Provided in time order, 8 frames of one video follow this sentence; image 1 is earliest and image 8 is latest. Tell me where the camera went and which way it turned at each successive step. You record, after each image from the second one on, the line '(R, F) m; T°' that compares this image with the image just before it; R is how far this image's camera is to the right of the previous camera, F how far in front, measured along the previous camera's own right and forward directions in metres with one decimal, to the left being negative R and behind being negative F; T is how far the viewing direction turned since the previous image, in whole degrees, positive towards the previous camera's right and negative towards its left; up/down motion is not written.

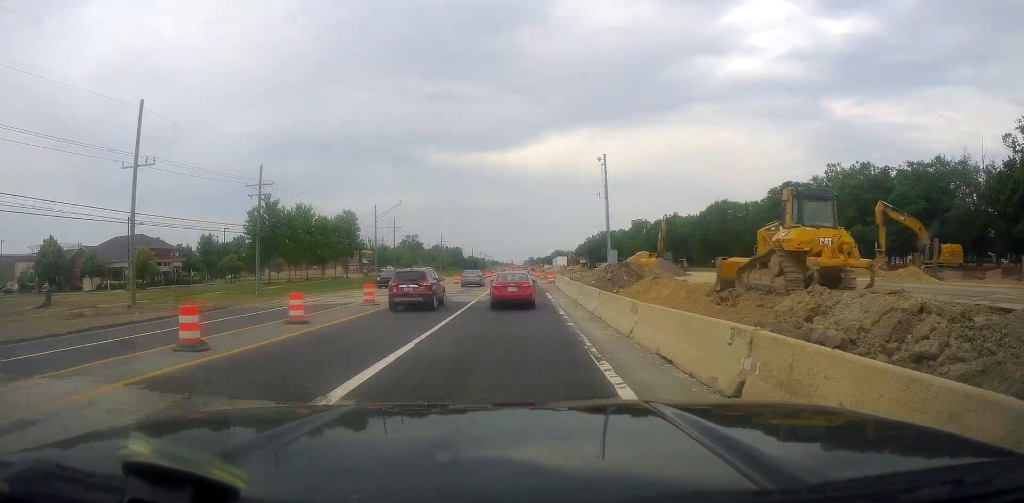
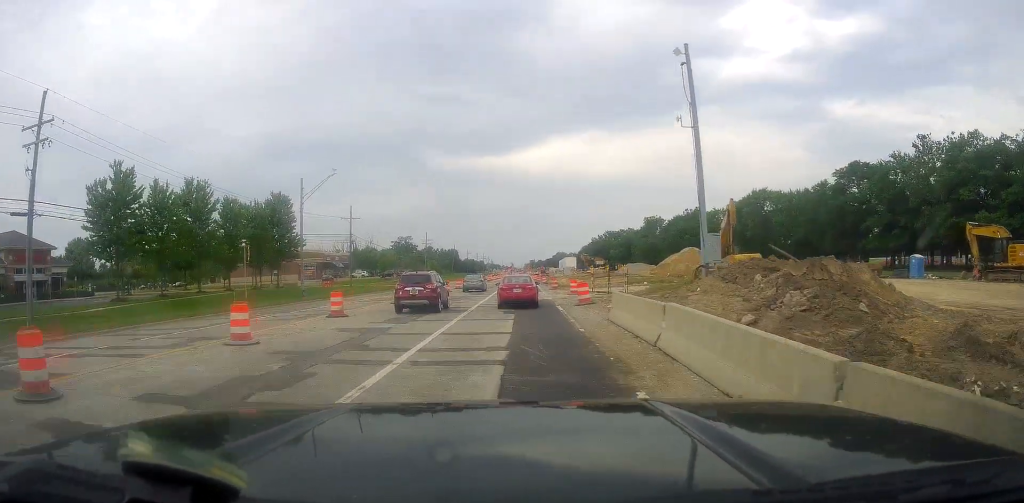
(+0.6, +29.0) m; 0°
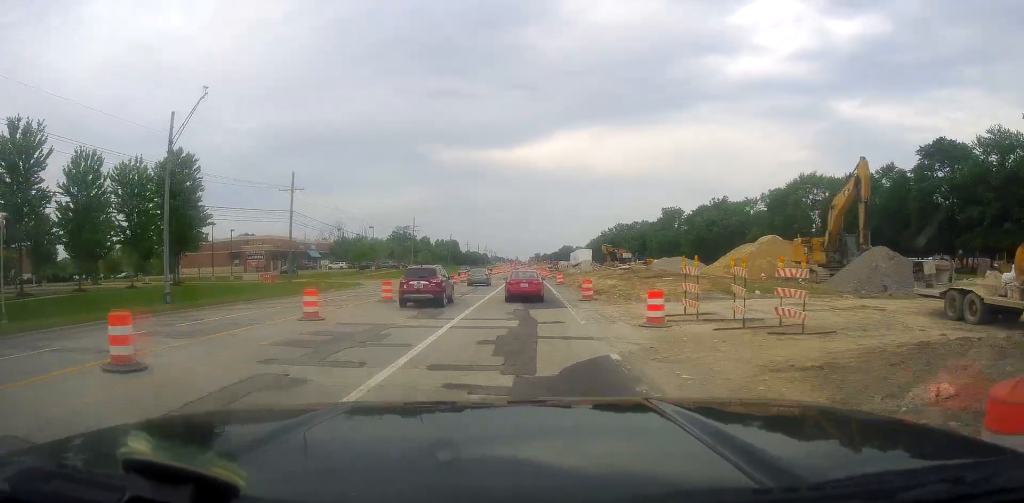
(-0.8, +23.2) m; -1°
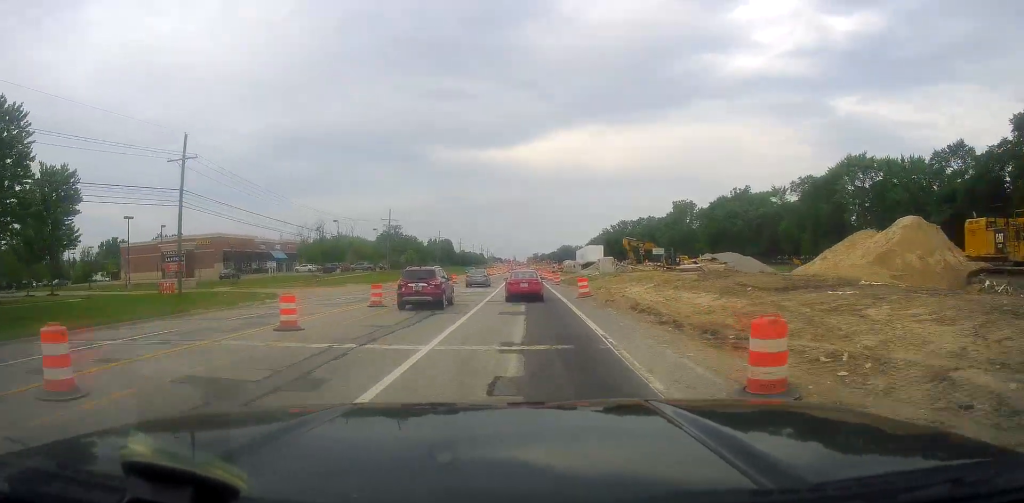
(+0.6, +20.5) m; 0°
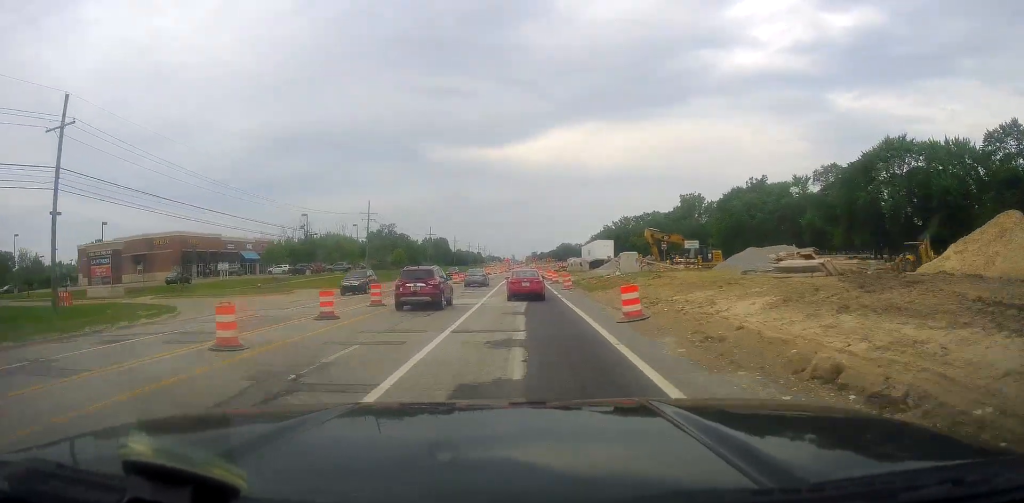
(-0.4, +13.2) m; 0°
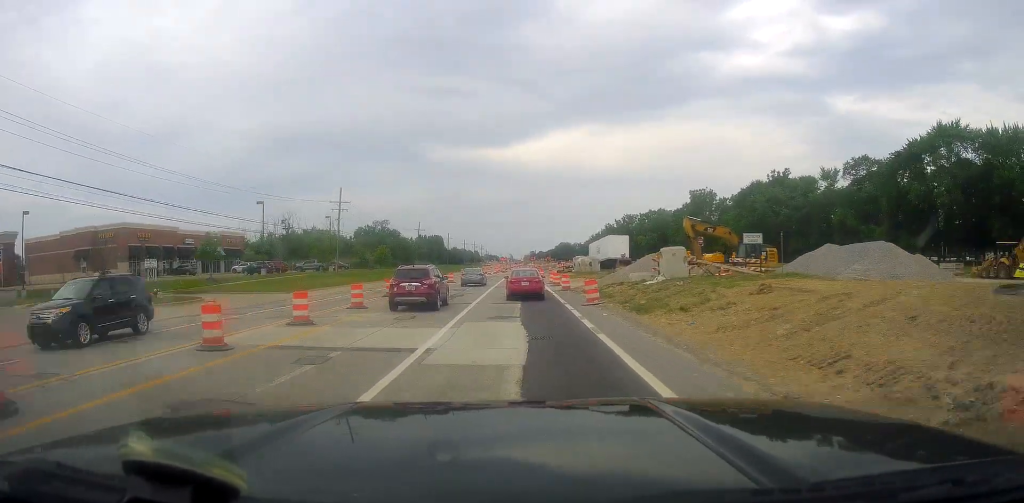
(-0.1, +14.0) m; +1°
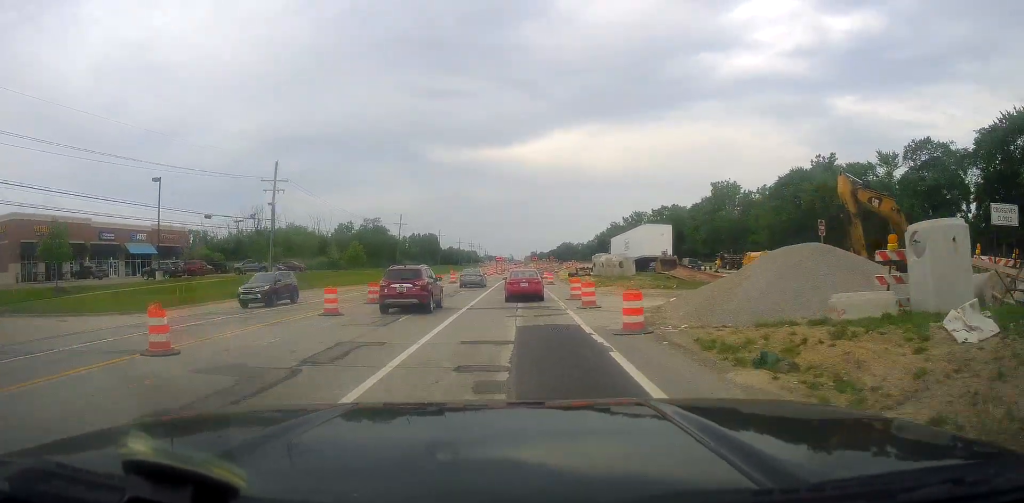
(+0.6, +21.7) m; +1°
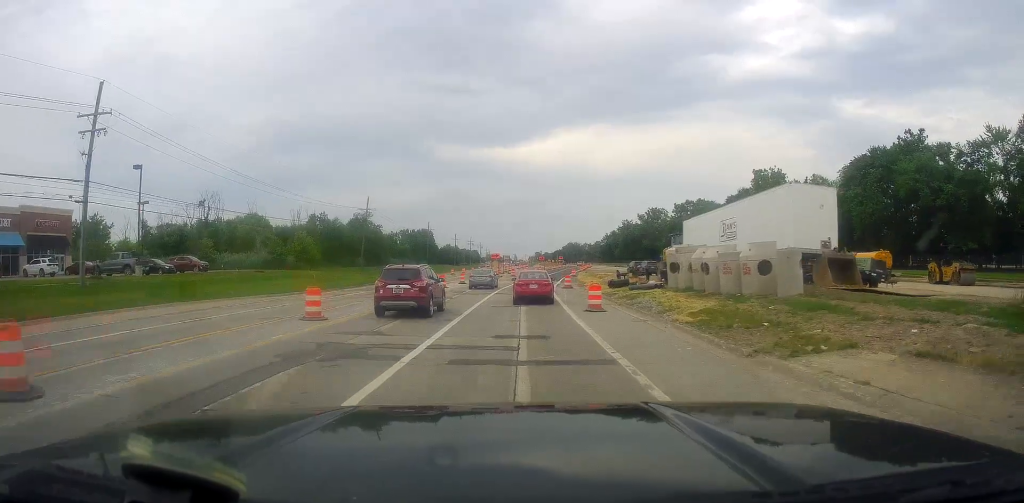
(-0.4, +28.6) m; -1°
